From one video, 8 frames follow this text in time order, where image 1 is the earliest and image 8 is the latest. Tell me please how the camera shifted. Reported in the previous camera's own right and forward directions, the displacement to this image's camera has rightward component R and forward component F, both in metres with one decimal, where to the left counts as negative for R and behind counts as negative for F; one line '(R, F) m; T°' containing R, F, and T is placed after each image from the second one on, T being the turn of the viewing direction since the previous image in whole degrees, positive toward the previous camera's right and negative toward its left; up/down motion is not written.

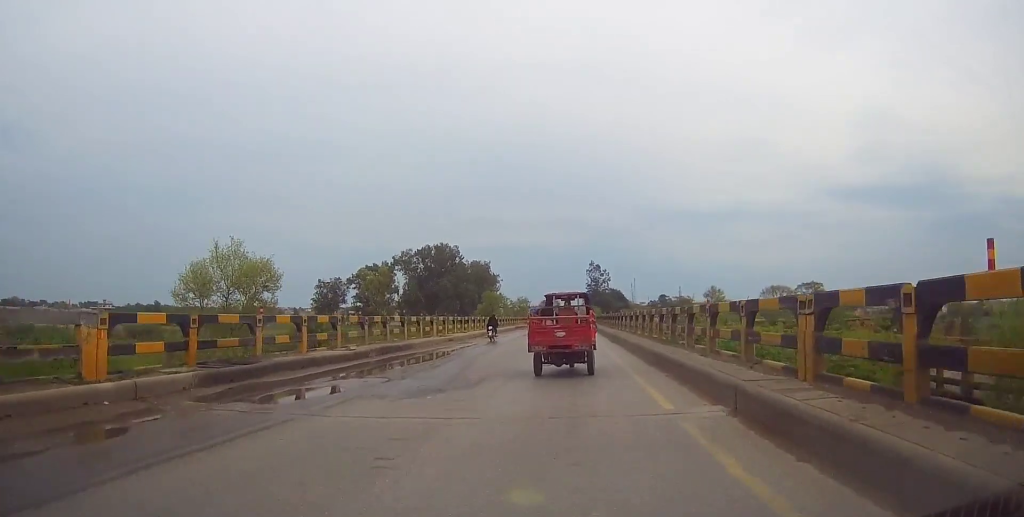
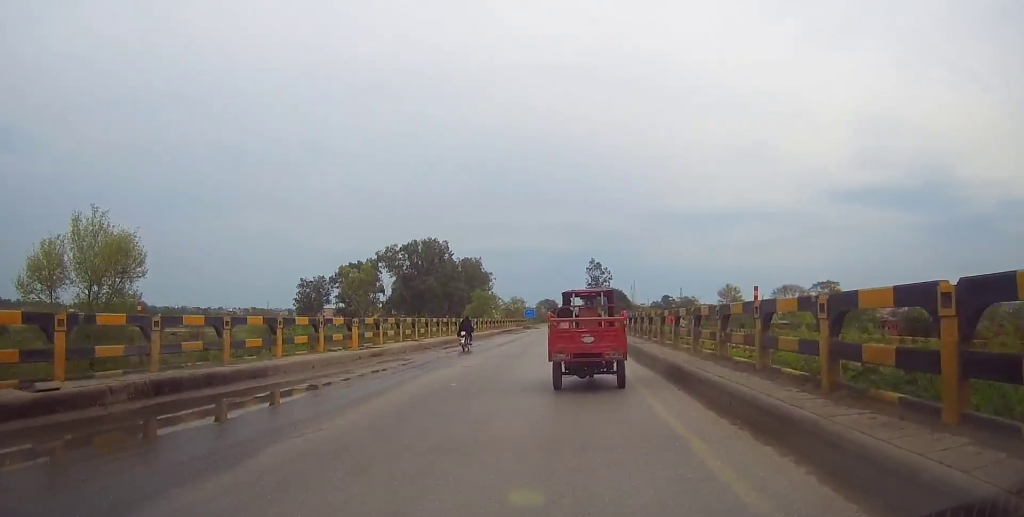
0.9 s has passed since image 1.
(+0.2, +12.9) m; 0°
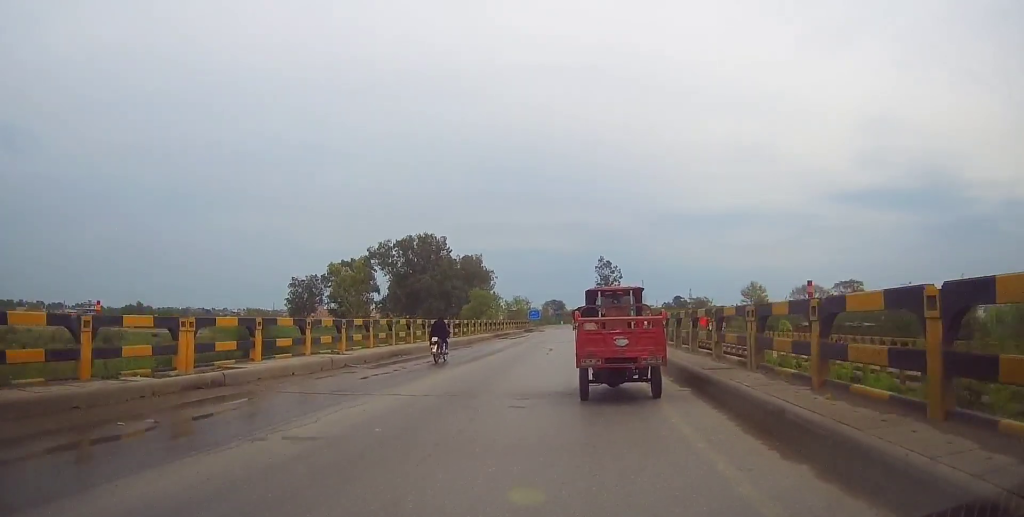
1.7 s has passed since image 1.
(0.0, +11.4) m; -1°
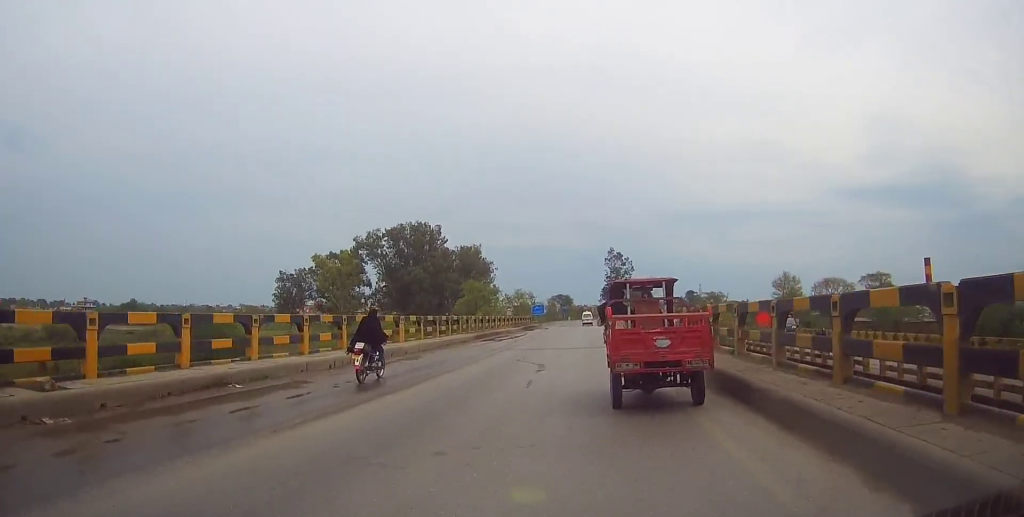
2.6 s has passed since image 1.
(-0.2, +13.0) m; -2°
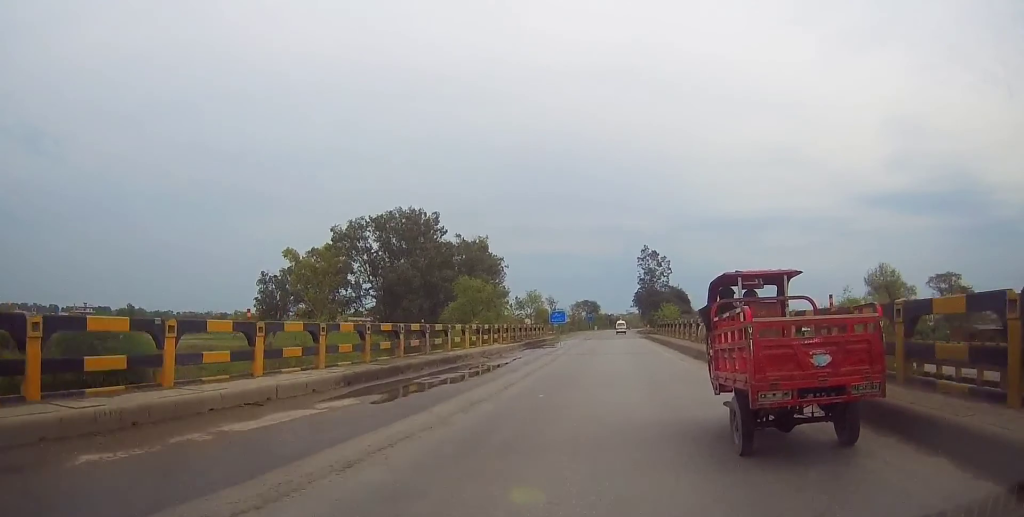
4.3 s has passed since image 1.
(-0.5, +24.8) m; 0°
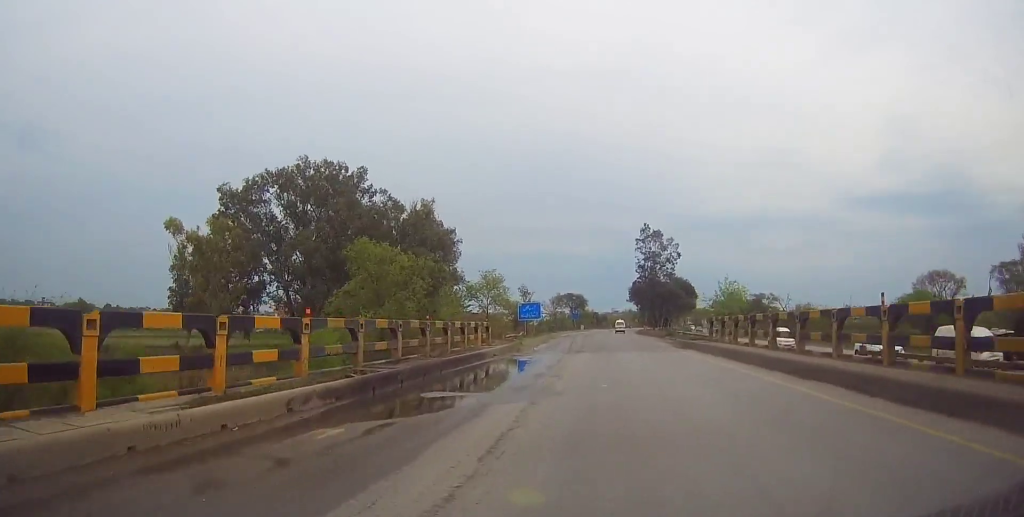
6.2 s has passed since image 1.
(+1.1, +31.4) m; +3°
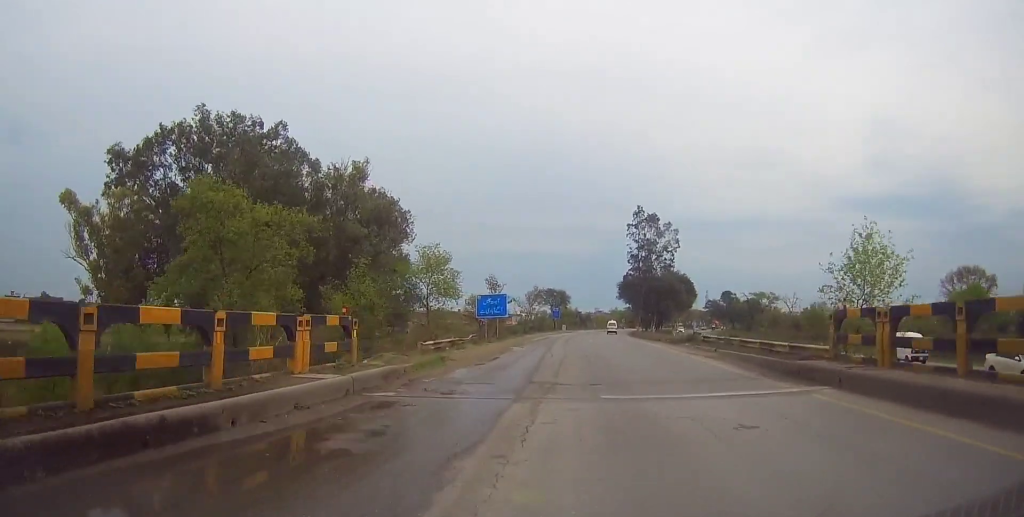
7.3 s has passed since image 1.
(-0.3, +18.3) m; +1°
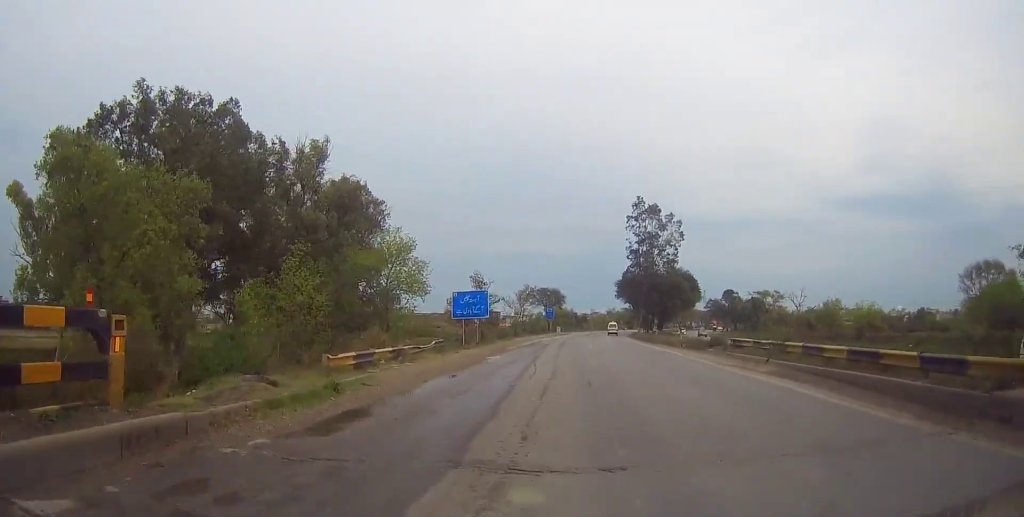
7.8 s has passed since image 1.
(+0.2, +8.4) m; 0°
